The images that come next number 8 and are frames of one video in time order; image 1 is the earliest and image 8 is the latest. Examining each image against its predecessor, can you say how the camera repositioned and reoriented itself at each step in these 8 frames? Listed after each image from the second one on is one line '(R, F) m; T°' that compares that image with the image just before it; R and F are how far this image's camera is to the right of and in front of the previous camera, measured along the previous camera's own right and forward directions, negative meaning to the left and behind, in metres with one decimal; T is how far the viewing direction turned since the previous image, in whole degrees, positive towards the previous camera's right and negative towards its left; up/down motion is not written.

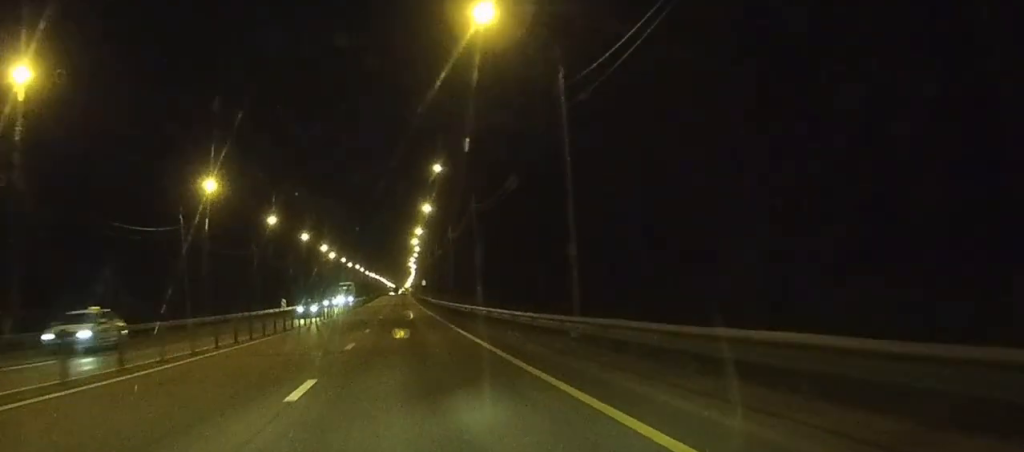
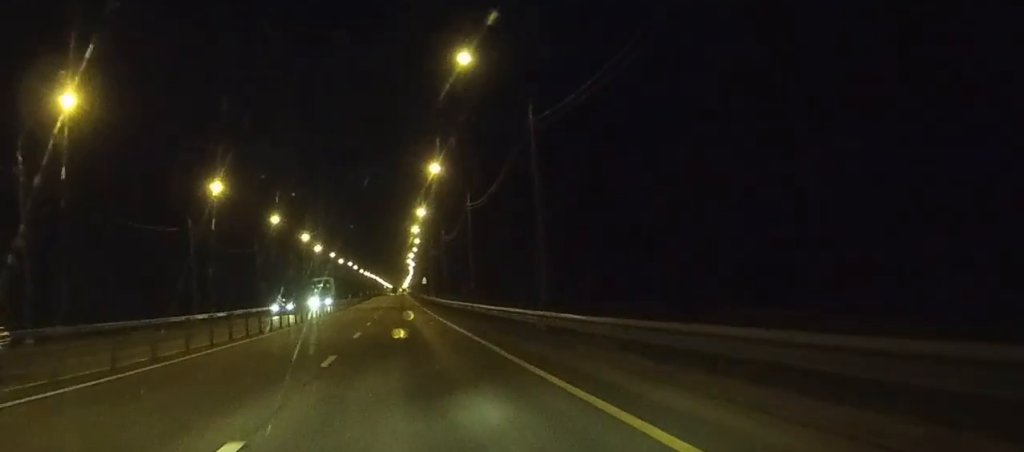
(-0.1, +30.2) m; 0°
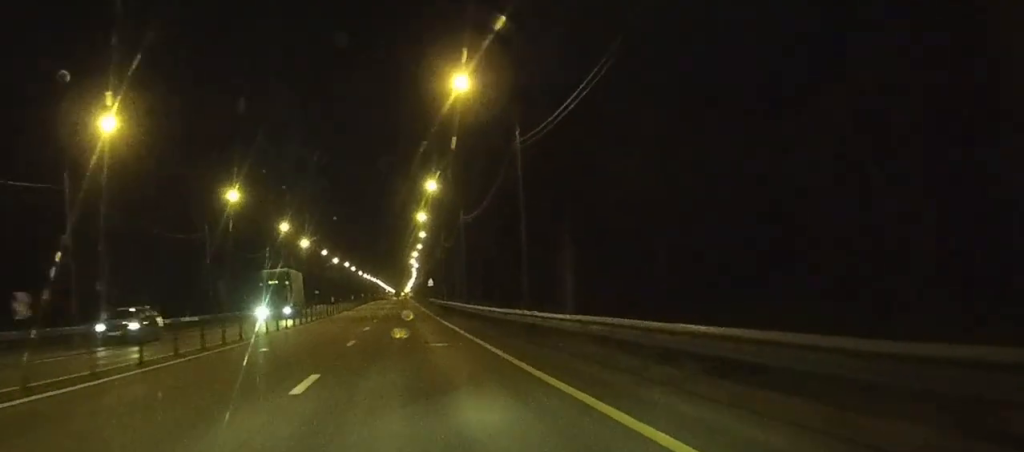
(+0.1, +28.3) m; 0°
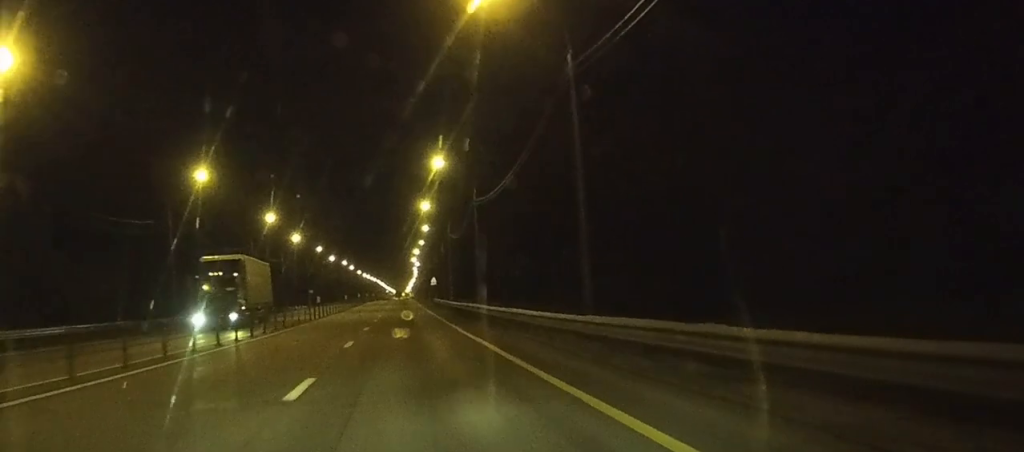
(0.0, +13.1) m; 0°
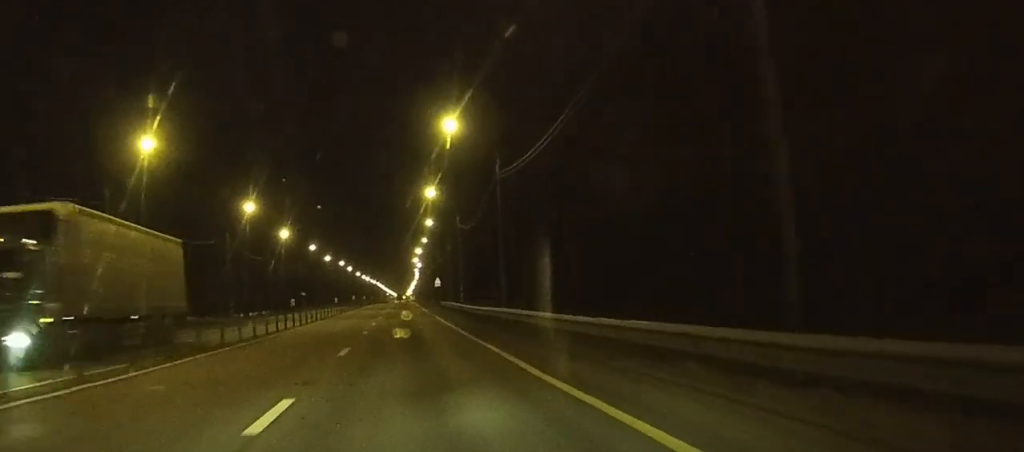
(0.0, +14.7) m; 0°
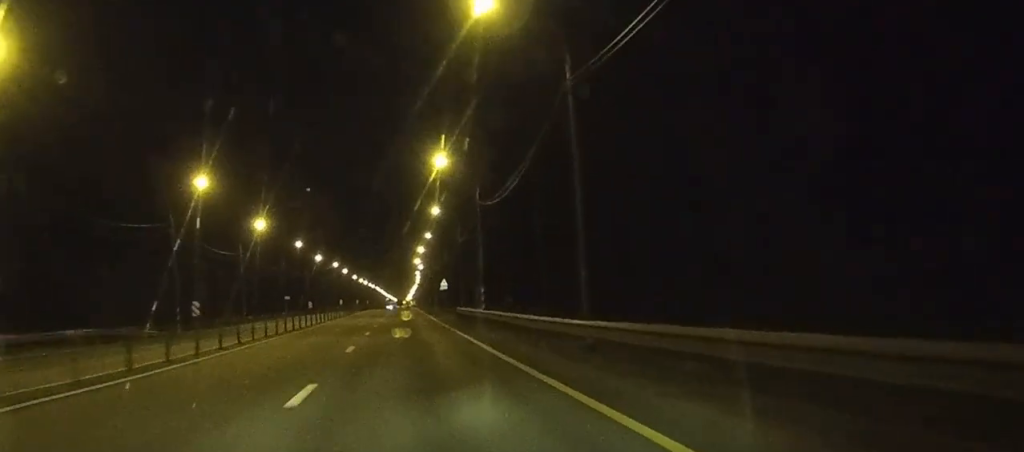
(-0.1, +21.3) m; 0°
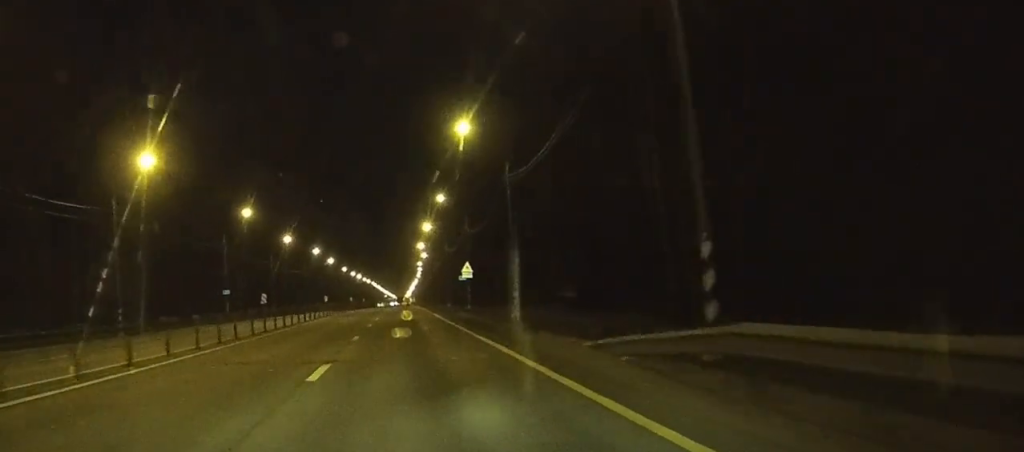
(0.0, +45.2) m; 0°
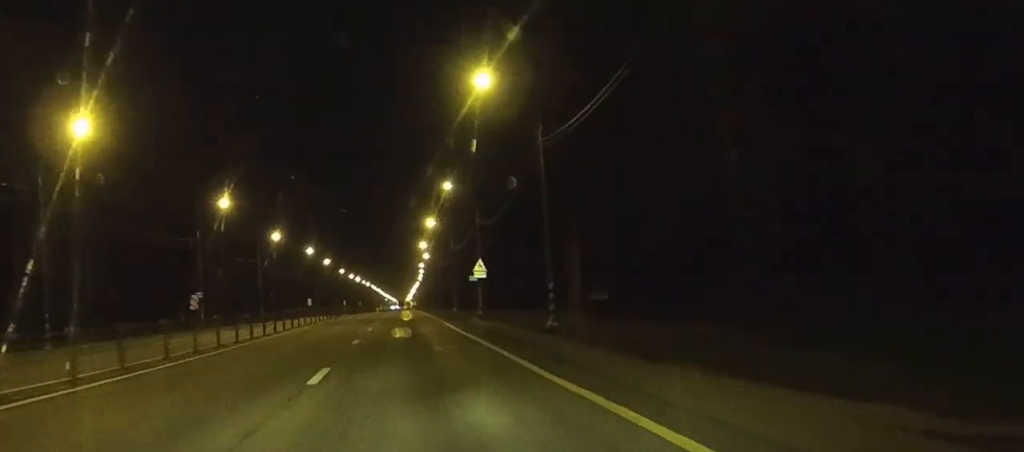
(-0.1, +12.3) m; 0°
